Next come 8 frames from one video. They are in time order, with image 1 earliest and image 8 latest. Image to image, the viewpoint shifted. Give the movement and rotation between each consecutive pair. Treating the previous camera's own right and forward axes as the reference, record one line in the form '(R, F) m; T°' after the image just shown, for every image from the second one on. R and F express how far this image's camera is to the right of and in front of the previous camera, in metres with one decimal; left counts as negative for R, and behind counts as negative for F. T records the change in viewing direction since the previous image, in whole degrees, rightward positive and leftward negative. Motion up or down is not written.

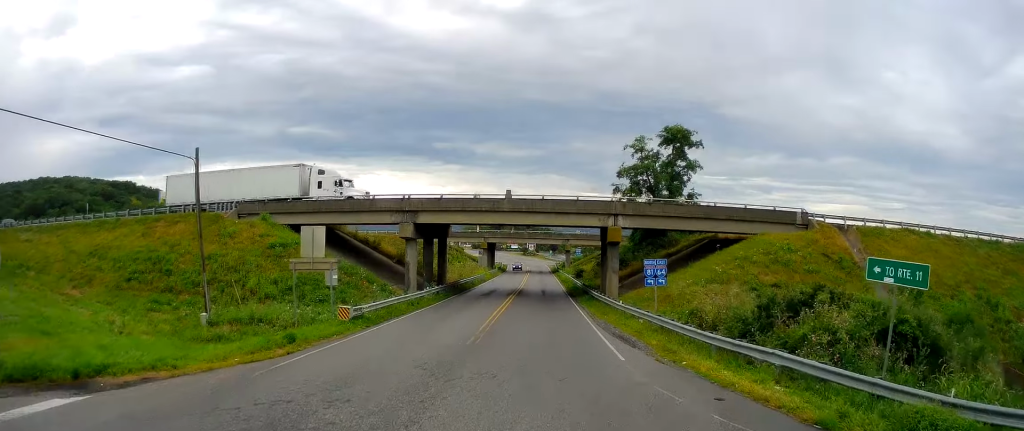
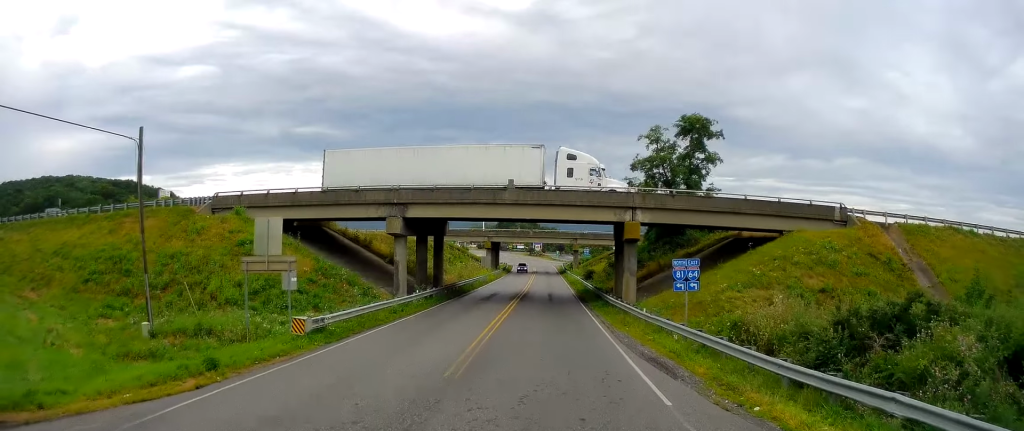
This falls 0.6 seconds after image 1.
(-0.2, +5.2) m; -2°
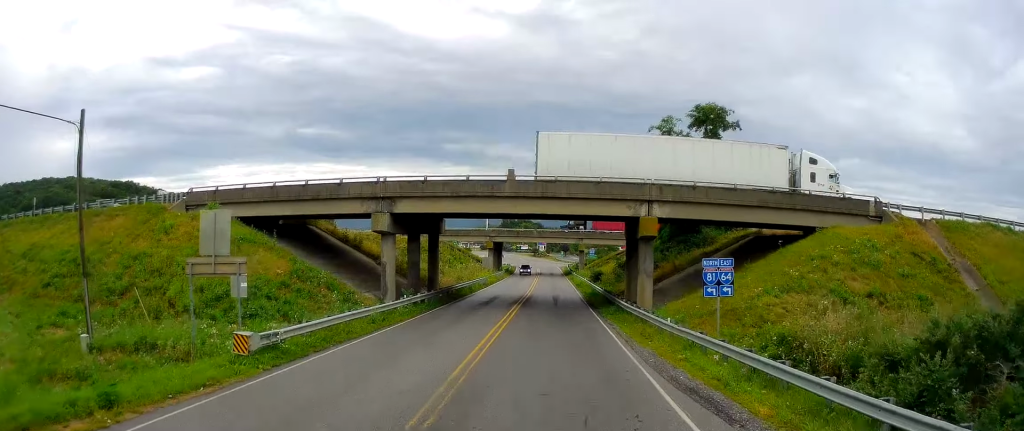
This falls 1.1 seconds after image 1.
(0.0, +4.2) m; +1°
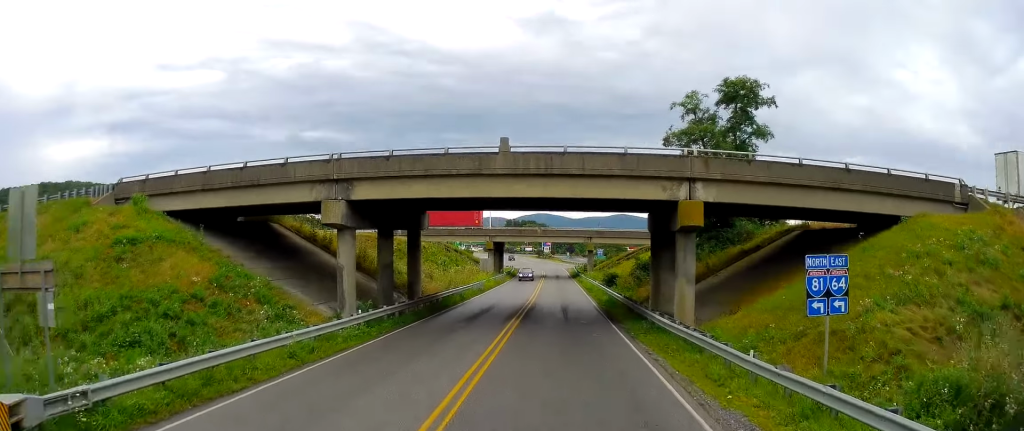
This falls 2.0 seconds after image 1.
(+0.1, +8.3) m; +1°
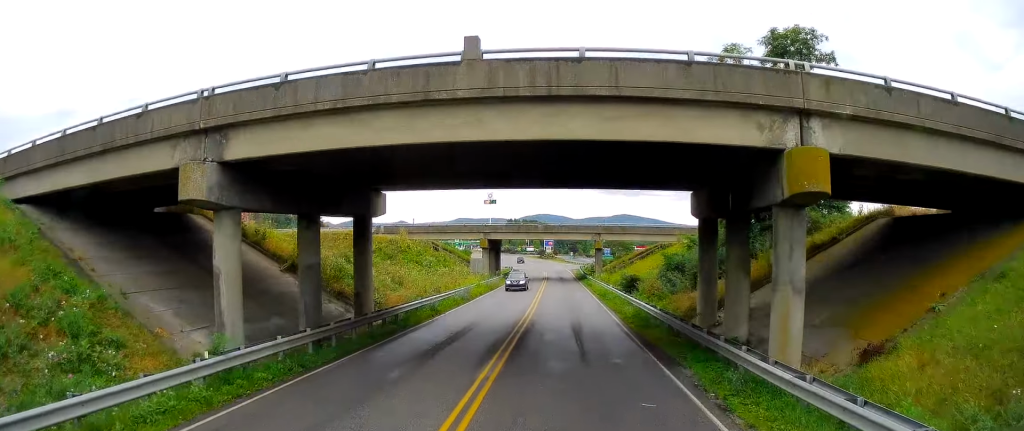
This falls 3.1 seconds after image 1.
(0.0, +10.7) m; 0°
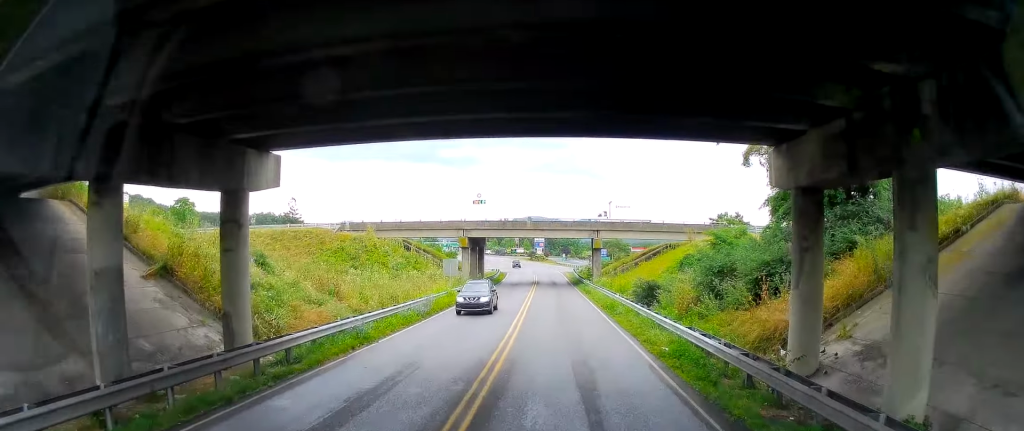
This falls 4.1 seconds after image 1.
(0.0, +10.4) m; +2°
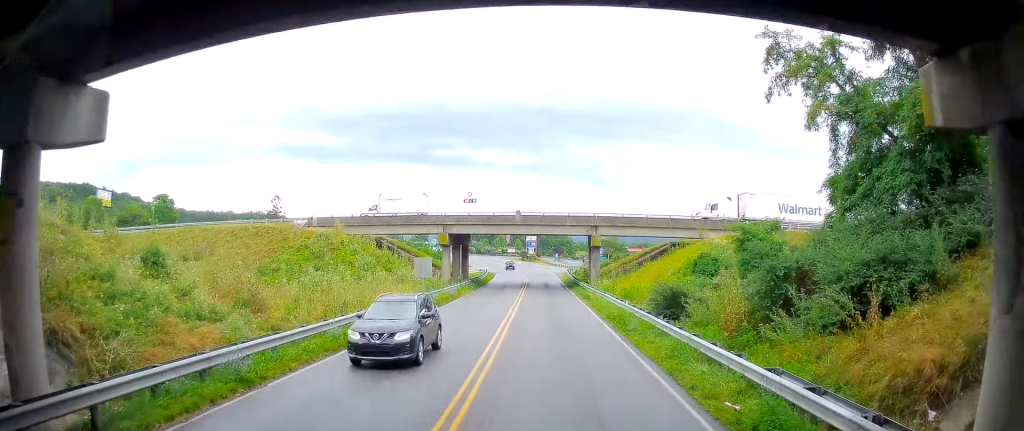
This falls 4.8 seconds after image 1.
(+0.5, +7.6) m; 0°
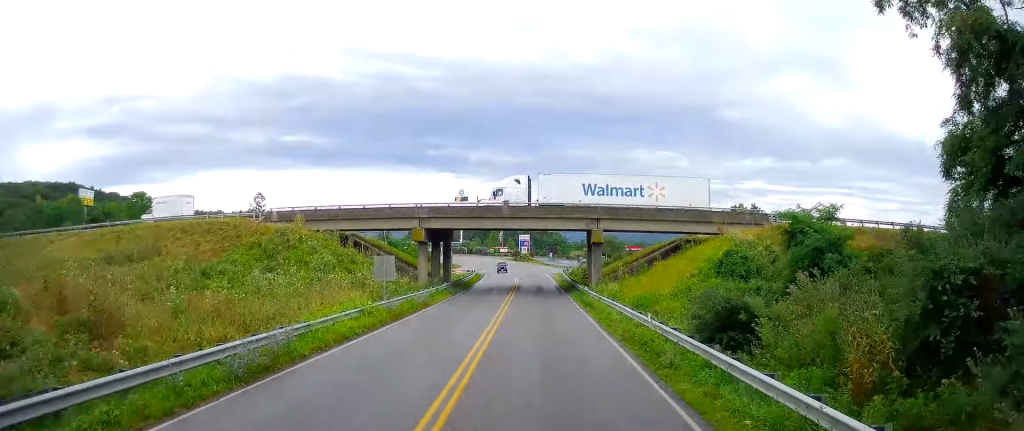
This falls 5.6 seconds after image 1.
(-0.7, +8.2) m; -1°
